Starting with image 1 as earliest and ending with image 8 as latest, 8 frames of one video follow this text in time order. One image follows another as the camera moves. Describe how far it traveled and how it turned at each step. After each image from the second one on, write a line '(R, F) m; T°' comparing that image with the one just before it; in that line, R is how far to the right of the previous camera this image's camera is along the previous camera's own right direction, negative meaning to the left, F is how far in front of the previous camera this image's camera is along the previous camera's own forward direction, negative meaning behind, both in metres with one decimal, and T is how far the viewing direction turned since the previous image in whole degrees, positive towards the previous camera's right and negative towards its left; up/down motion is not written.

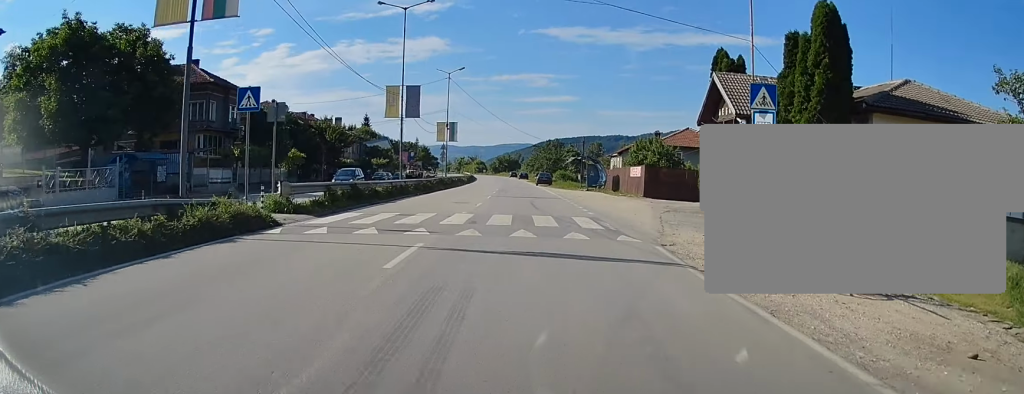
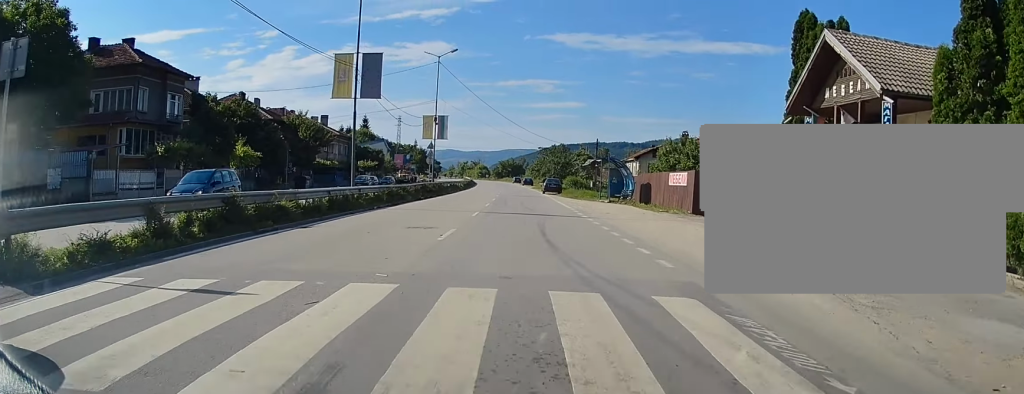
(-0.1, +11.9) m; 0°
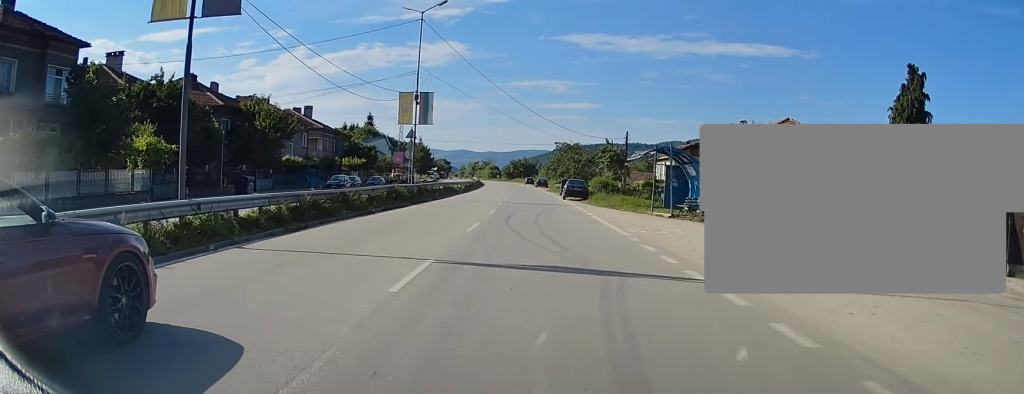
(+0.1, +15.8) m; 0°
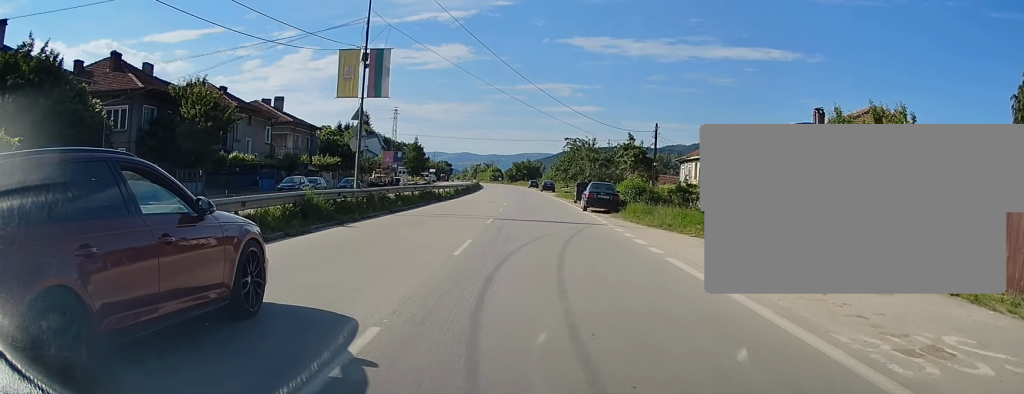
(-0.3, +14.0) m; -2°
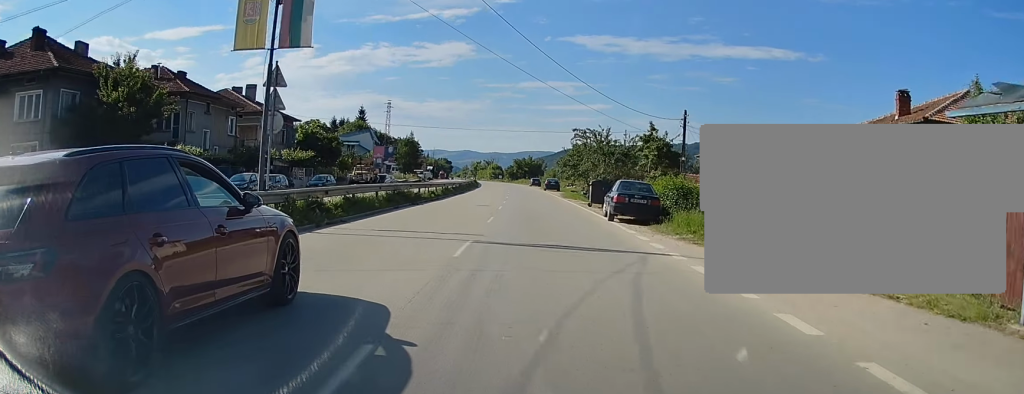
(-0.1, +9.5) m; 0°
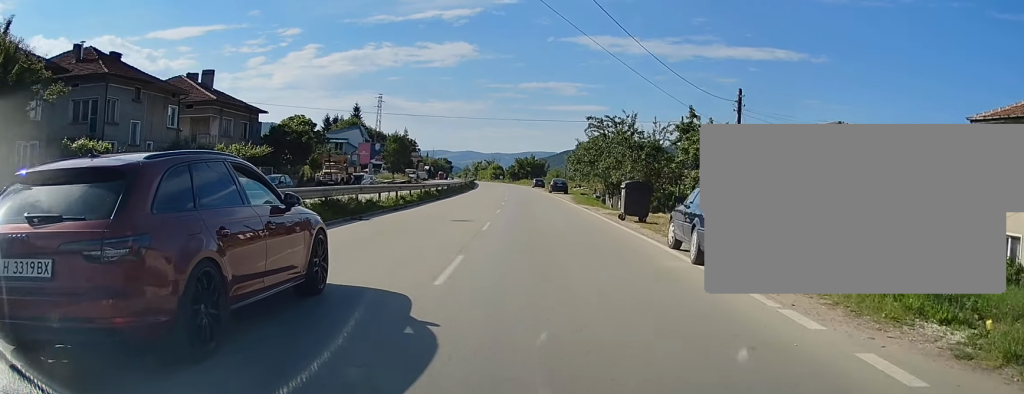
(+0.1, +11.4) m; 0°
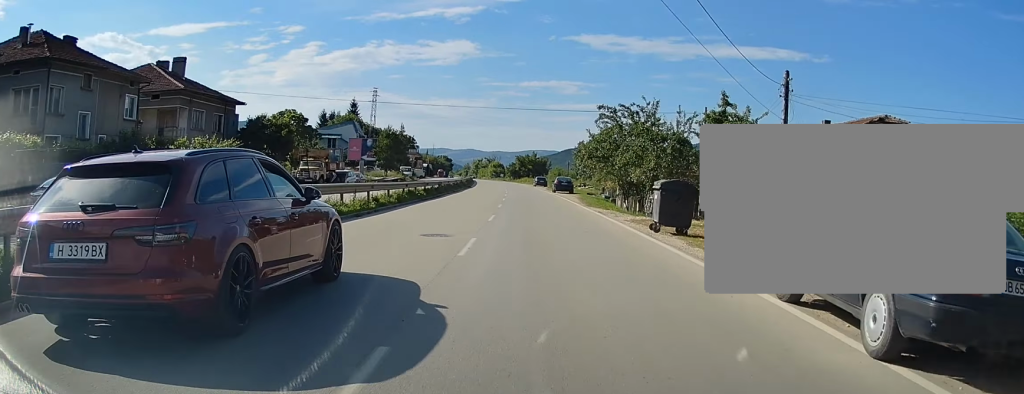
(0.0, +6.3) m; 0°
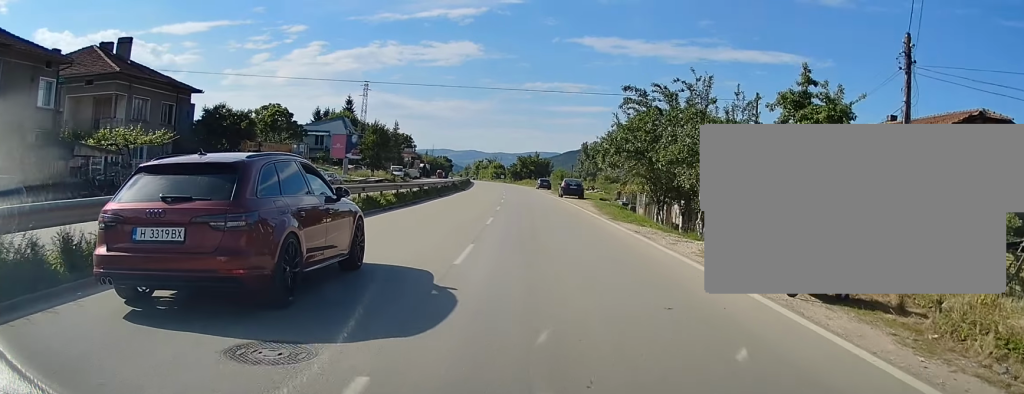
(0.0, +9.7) m; 0°
